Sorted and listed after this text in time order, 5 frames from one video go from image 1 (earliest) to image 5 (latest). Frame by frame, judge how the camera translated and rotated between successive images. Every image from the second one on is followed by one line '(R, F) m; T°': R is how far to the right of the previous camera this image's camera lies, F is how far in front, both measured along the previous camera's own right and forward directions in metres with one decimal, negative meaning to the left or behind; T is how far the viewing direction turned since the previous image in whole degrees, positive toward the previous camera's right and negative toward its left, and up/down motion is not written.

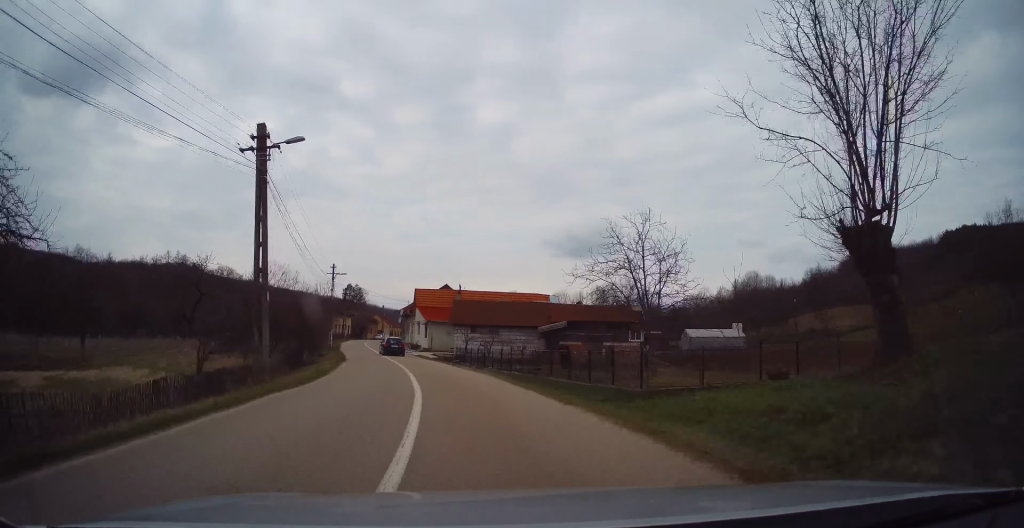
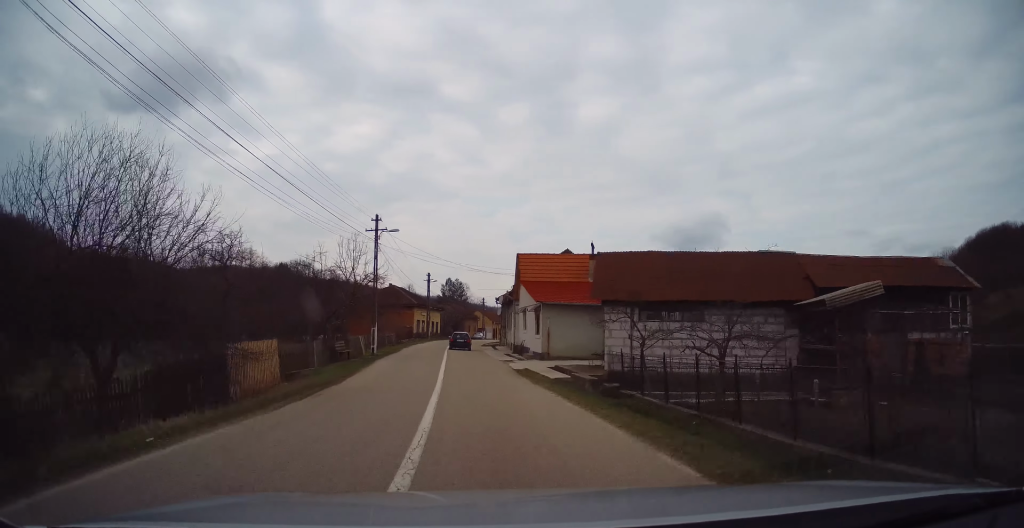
(-1.4, +21.7) m; -7°
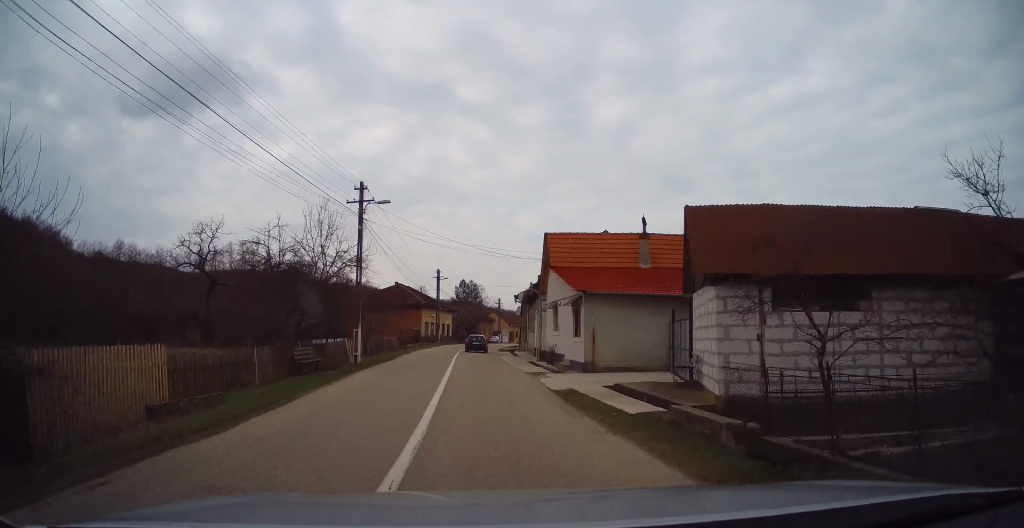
(-0.2, +7.4) m; -3°
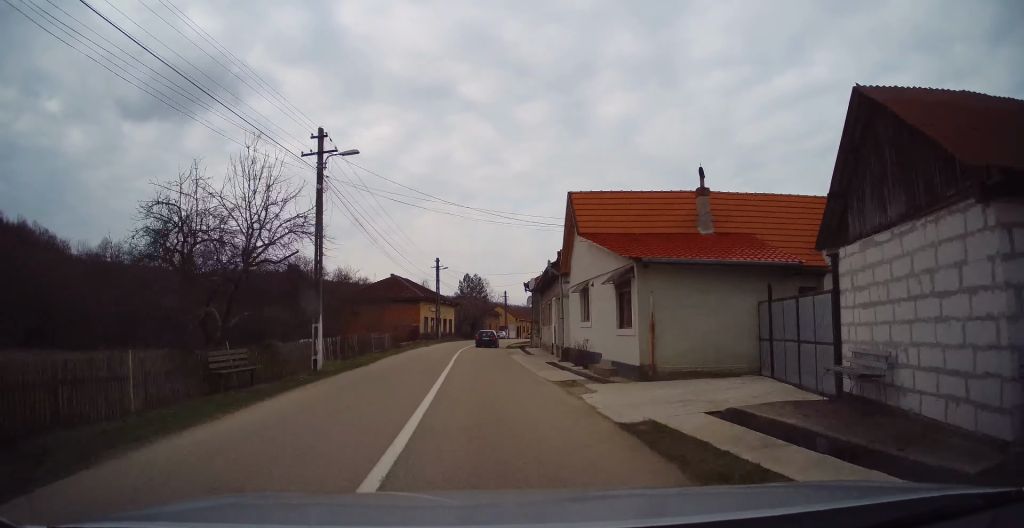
(-0.3, +6.2) m; -2°
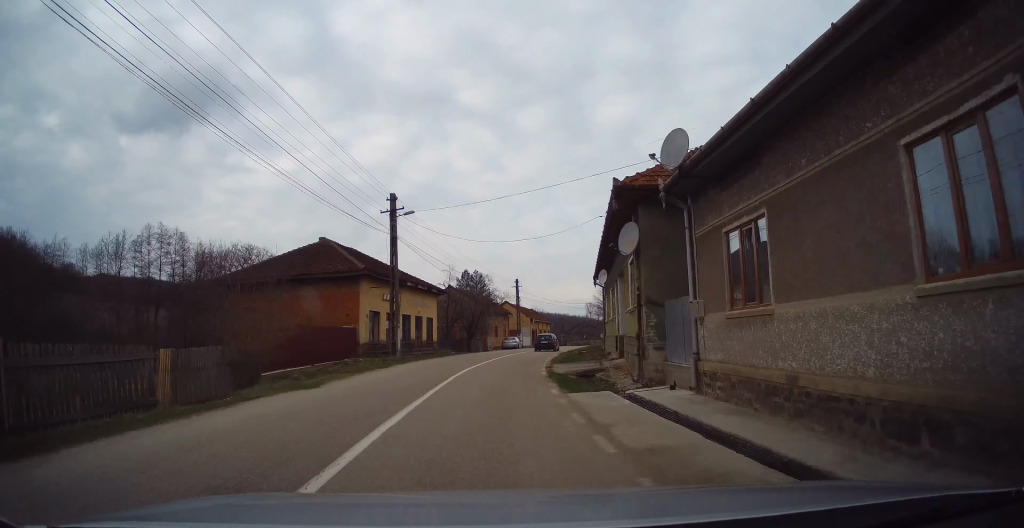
(-0.5, +27.8) m; -1°
